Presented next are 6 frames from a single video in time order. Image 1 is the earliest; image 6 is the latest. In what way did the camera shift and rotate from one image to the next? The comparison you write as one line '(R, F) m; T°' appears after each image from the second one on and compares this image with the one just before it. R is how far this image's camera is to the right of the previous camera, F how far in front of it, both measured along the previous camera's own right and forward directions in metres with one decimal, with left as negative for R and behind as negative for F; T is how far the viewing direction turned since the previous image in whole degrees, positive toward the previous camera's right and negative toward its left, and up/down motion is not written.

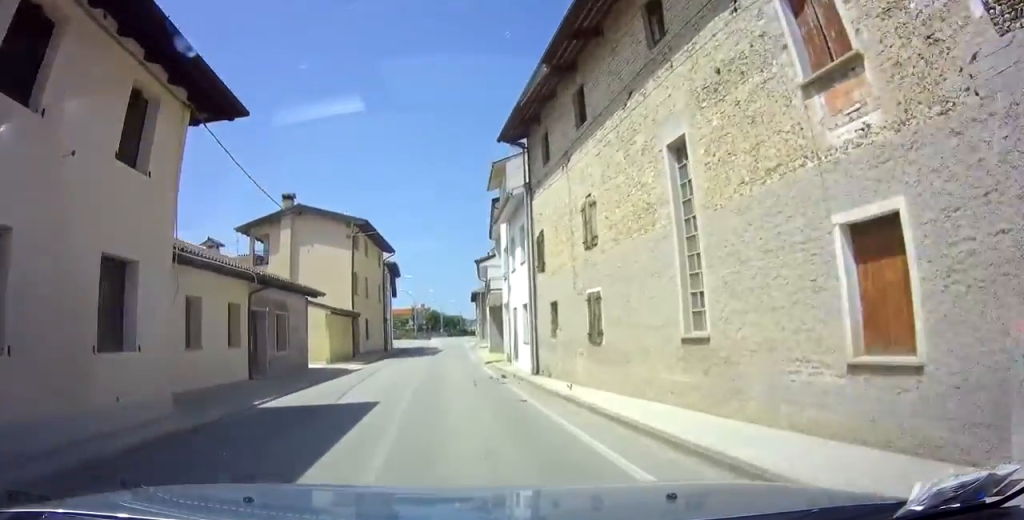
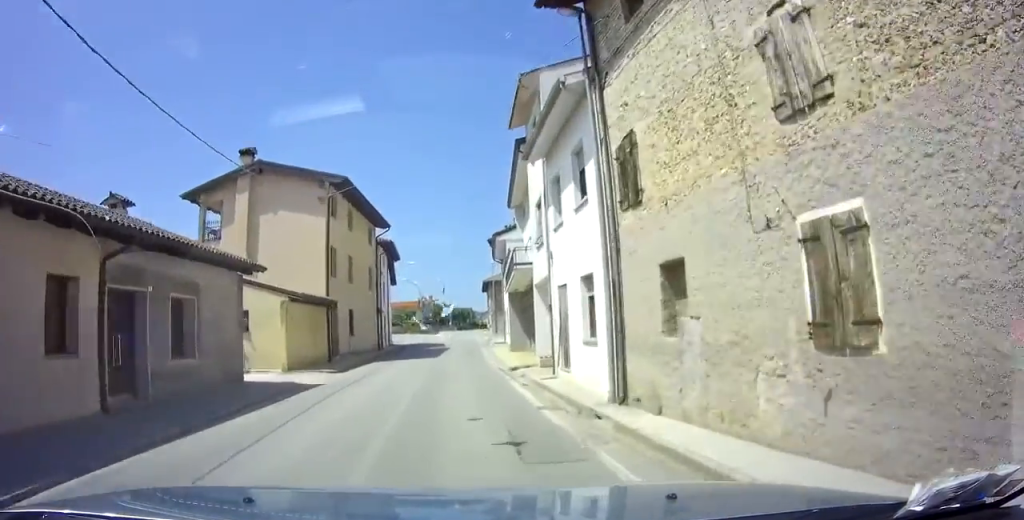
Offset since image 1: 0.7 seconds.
(+0.2, +7.6) m; +5°
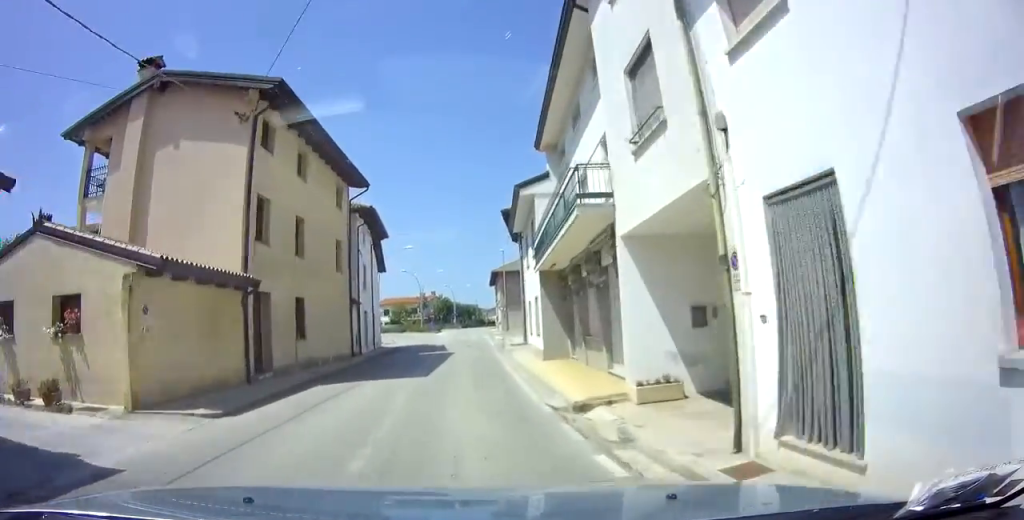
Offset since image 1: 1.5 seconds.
(+0.5, +9.2) m; +9°
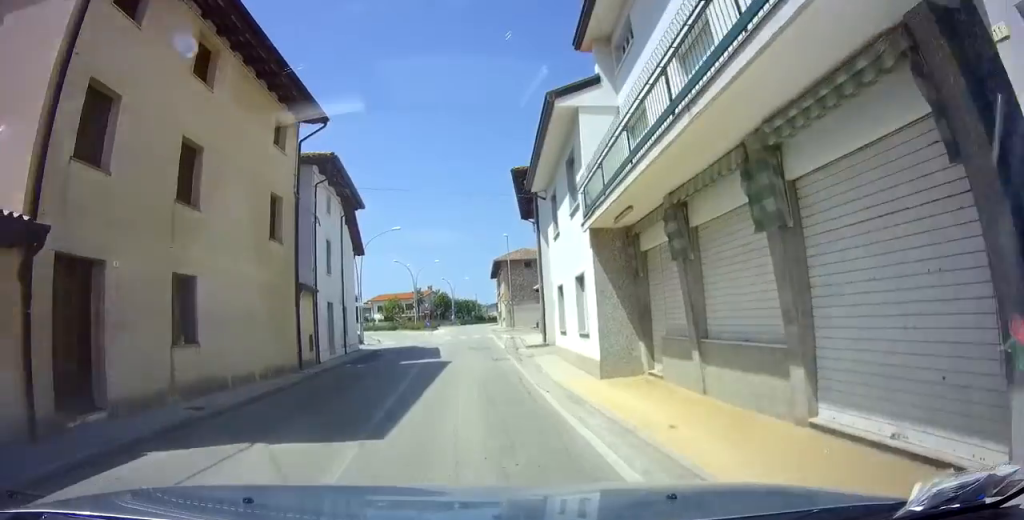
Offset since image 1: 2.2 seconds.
(+0.8, +7.6) m; -6°
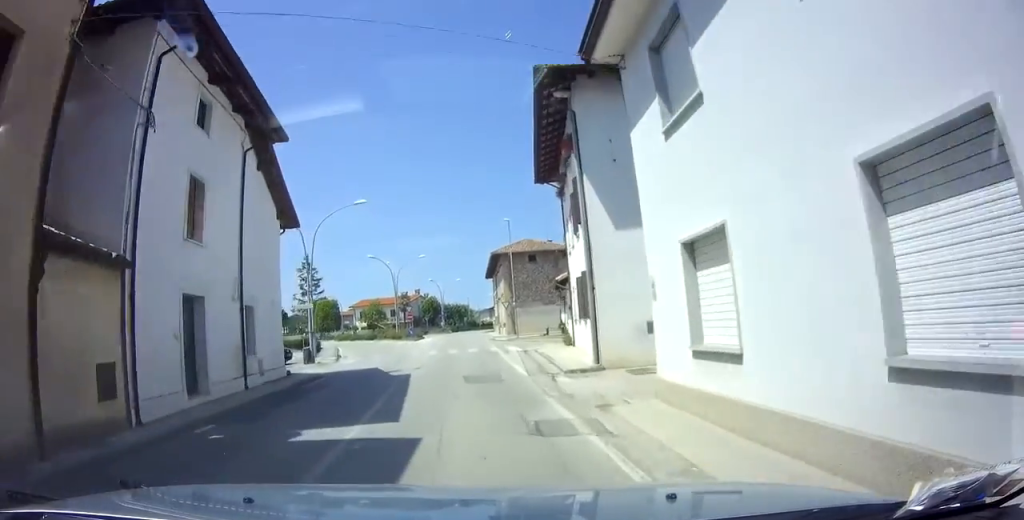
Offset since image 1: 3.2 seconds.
(-1.6, +9.7) m; -12°
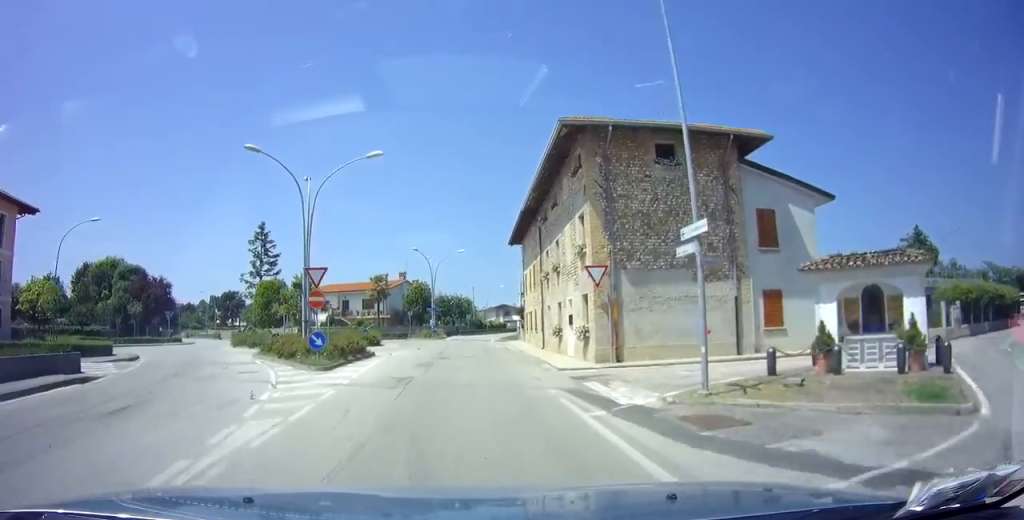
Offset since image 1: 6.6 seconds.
(-0.5, +28.1) m; +2°
